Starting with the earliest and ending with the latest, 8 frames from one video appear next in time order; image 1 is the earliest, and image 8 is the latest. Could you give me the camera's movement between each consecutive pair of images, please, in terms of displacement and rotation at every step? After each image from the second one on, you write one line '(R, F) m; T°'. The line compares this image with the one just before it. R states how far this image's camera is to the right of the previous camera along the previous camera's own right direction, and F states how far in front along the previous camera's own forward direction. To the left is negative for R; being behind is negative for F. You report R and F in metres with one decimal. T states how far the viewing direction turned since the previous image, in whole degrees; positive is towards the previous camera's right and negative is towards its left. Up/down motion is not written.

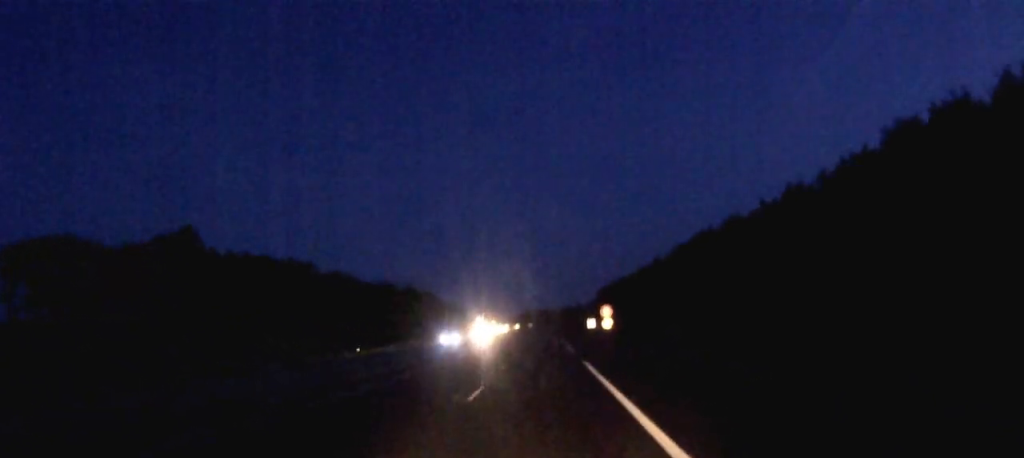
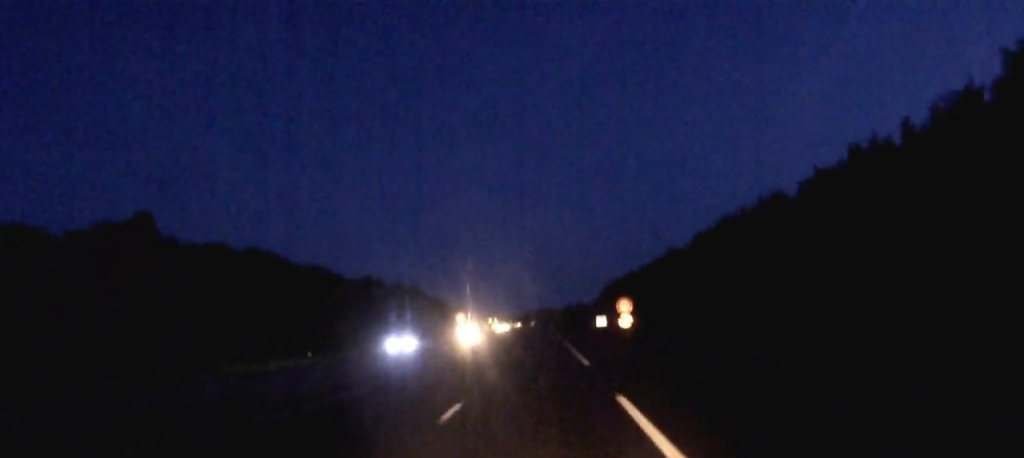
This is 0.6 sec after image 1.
(0.0, +16.9) m; 0°
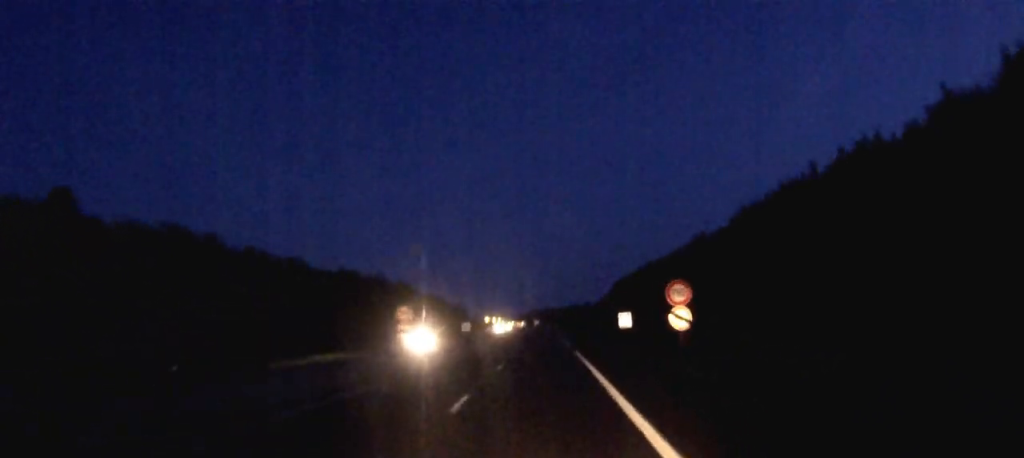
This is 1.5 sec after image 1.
(-0.1, +24.4) m; 0°
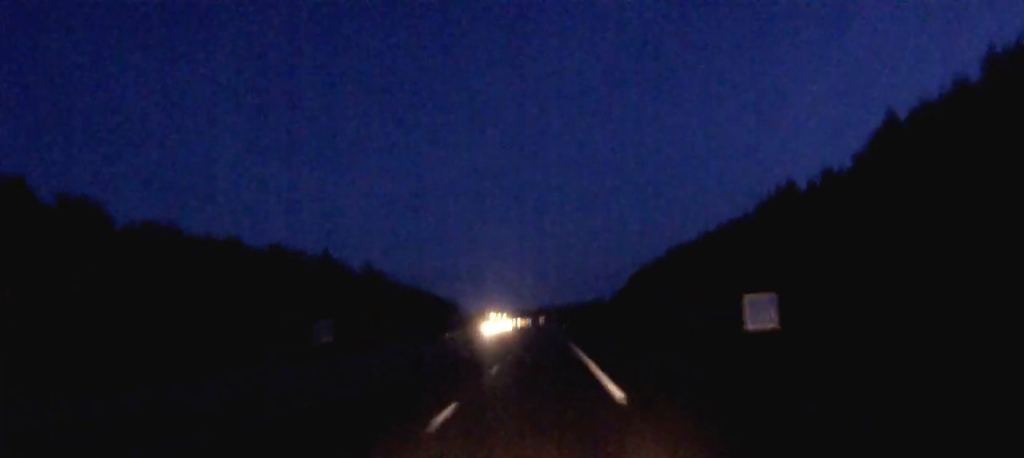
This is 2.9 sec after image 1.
(-0.2, +41.2) m; 0°
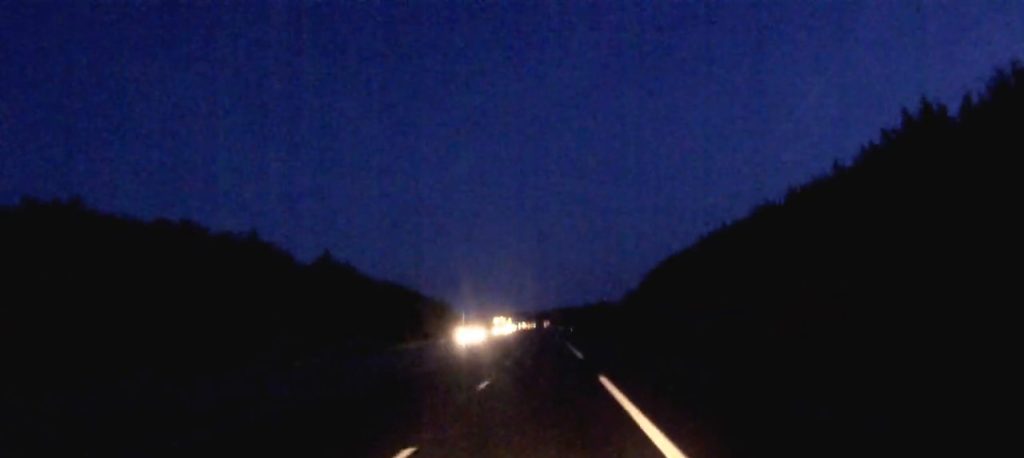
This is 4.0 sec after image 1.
(-0.1, +30.9) m; 0°
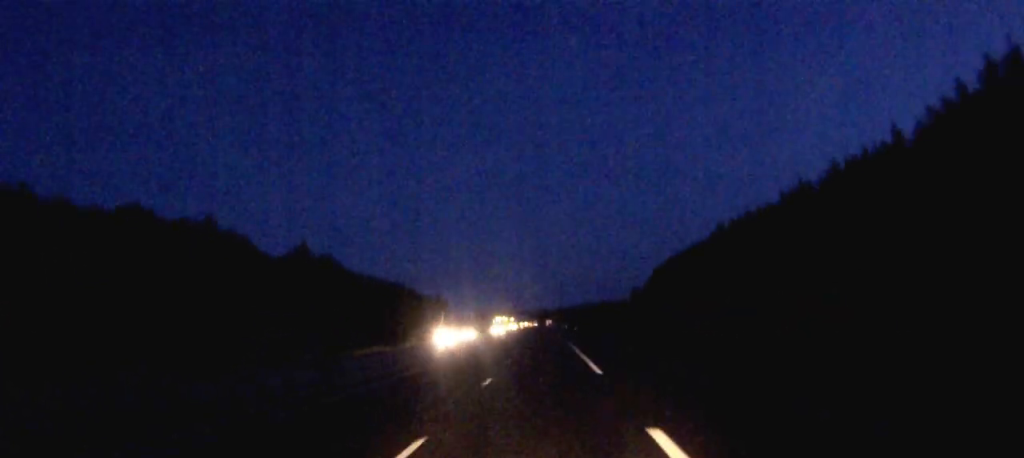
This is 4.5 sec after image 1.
(-0.1, +12.2) m; 0°
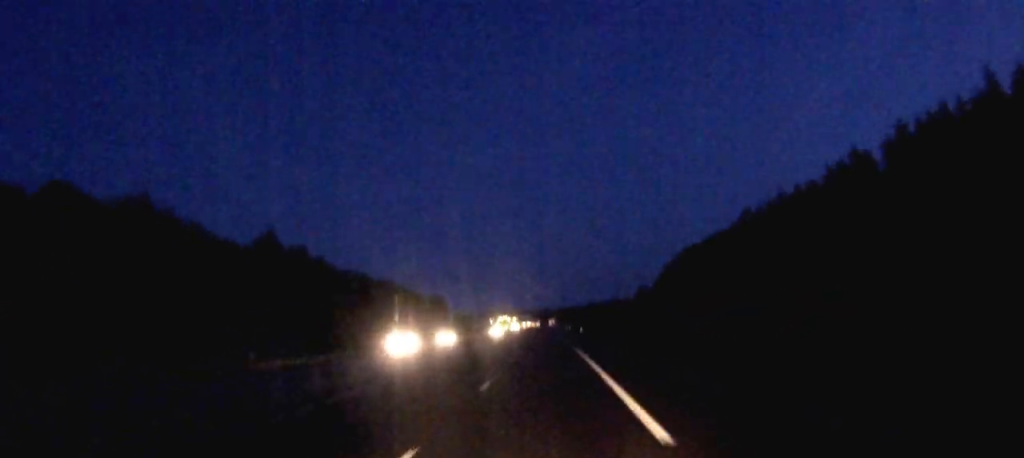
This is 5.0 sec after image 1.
(0.0, +14.0) m; 0°
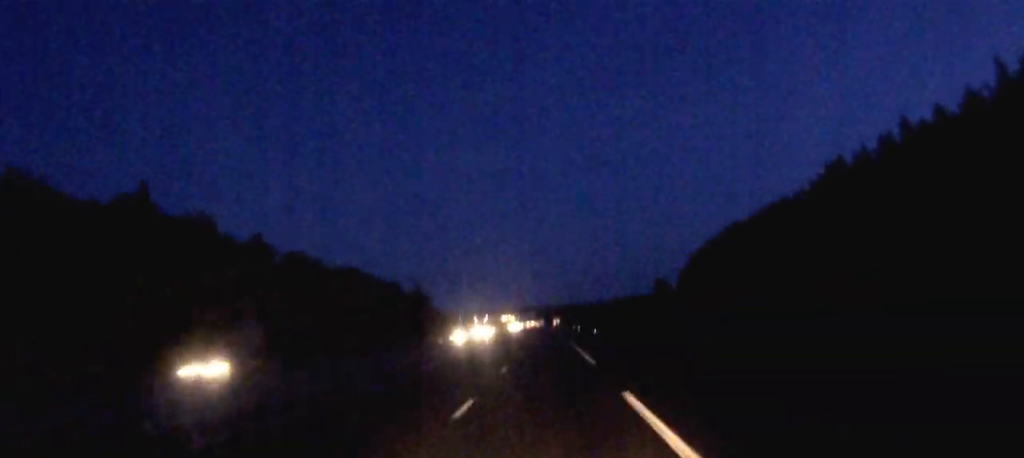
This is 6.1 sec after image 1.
(-0.1, +31.8) m; 0°
